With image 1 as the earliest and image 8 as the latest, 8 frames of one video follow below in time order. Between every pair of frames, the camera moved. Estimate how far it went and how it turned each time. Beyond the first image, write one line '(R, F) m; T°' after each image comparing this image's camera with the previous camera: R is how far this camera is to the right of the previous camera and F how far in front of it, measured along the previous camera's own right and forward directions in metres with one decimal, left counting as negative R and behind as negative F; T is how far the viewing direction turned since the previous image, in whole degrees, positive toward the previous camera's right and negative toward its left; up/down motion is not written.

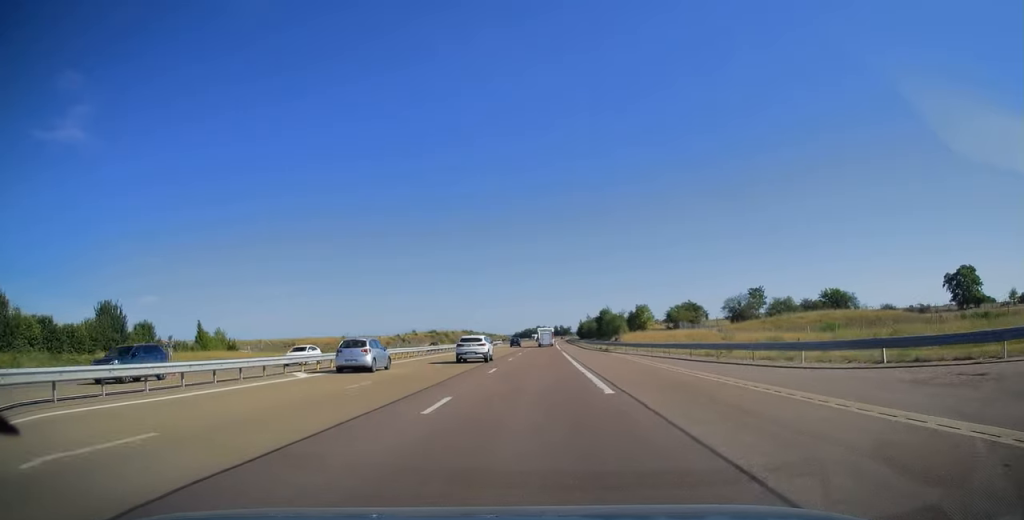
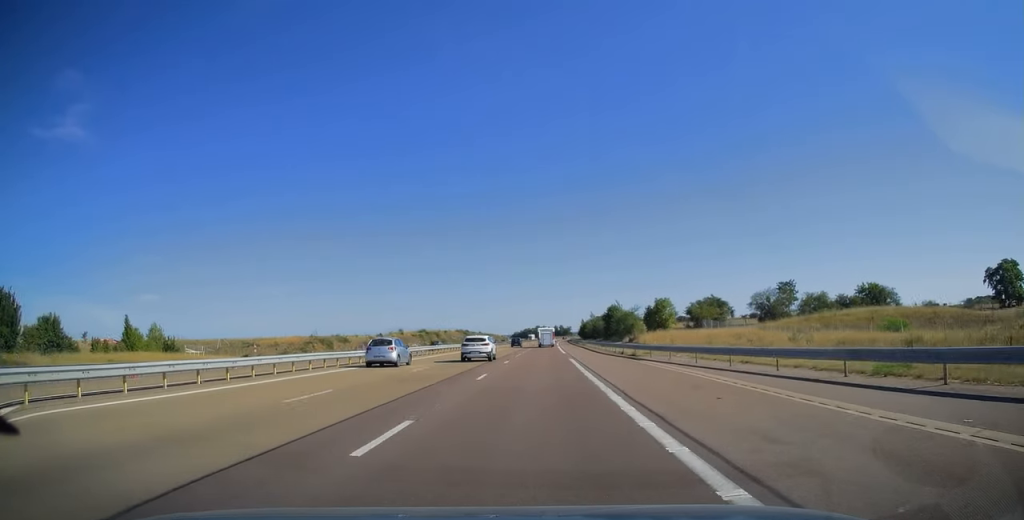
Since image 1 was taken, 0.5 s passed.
(0.0, +16.9) m; 0°
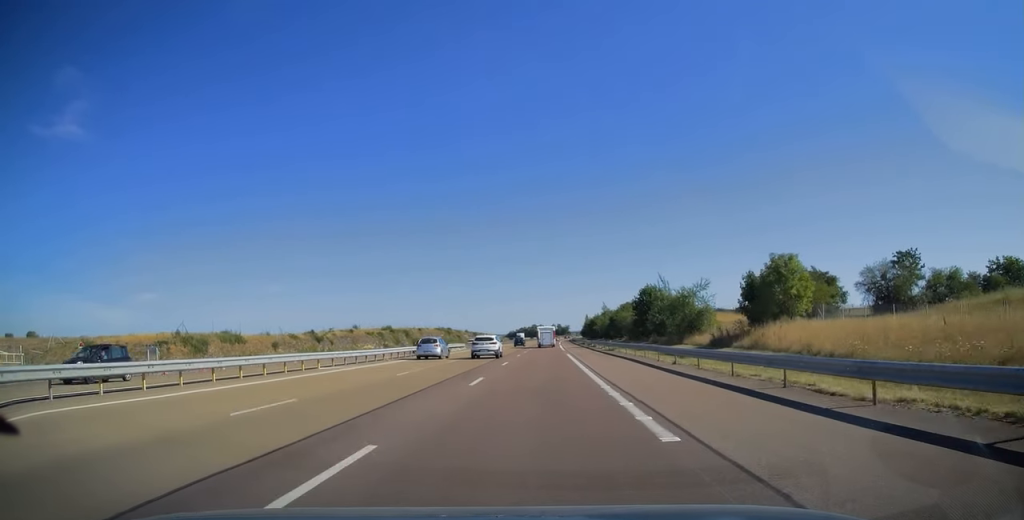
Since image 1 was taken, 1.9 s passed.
(+0.1, +41.0) m; 0°
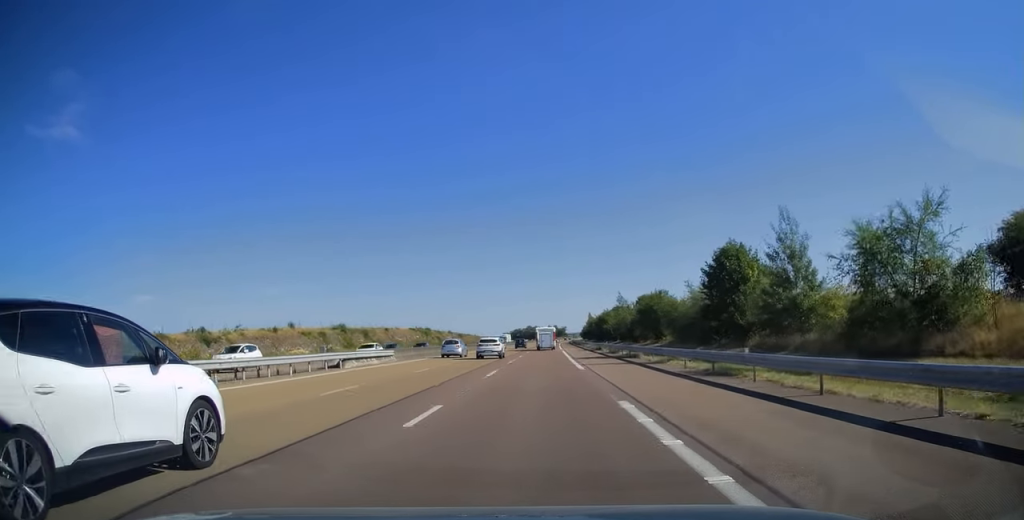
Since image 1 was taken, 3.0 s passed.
(+0.1, +33.9) m; 0°
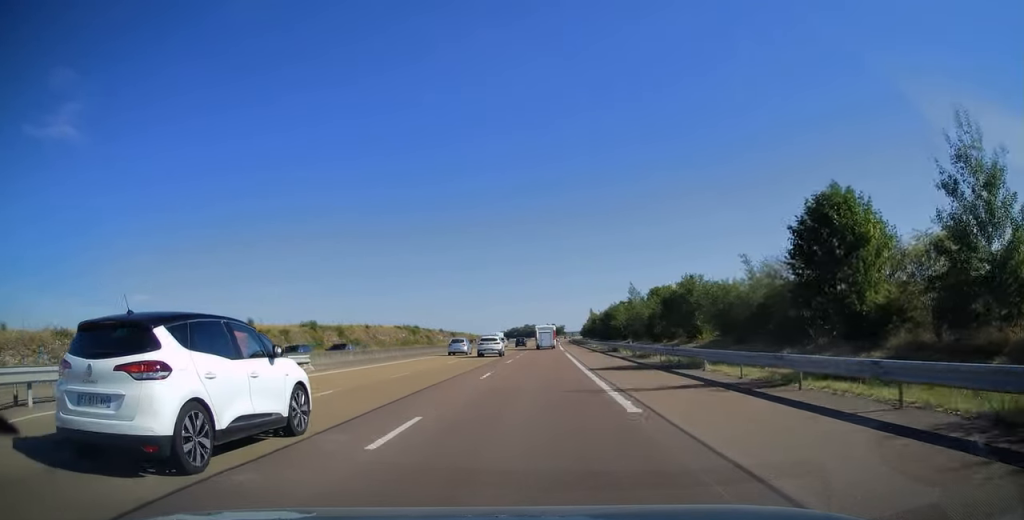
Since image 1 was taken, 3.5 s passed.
(0.0, +14.9) m; 0°
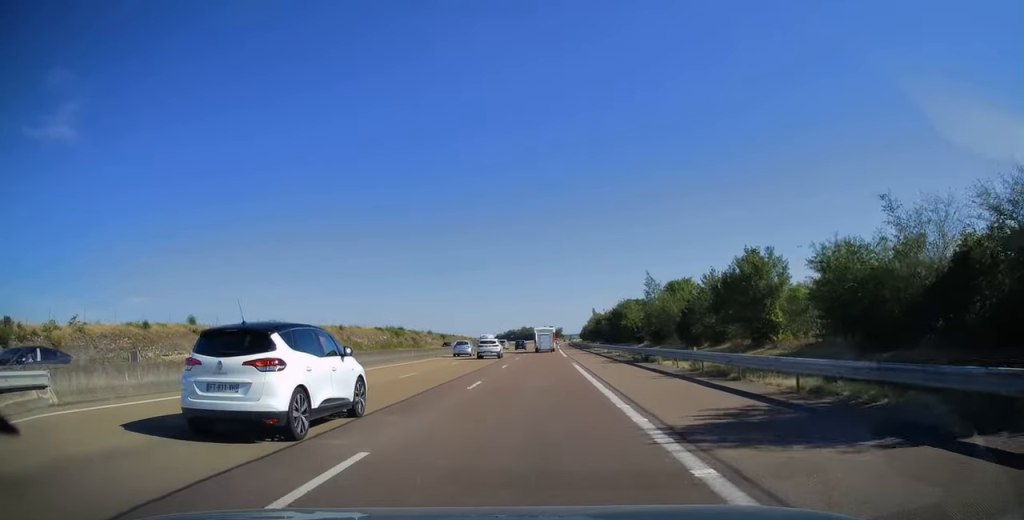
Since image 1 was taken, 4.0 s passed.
(+0.1, +16.0) m; 0°
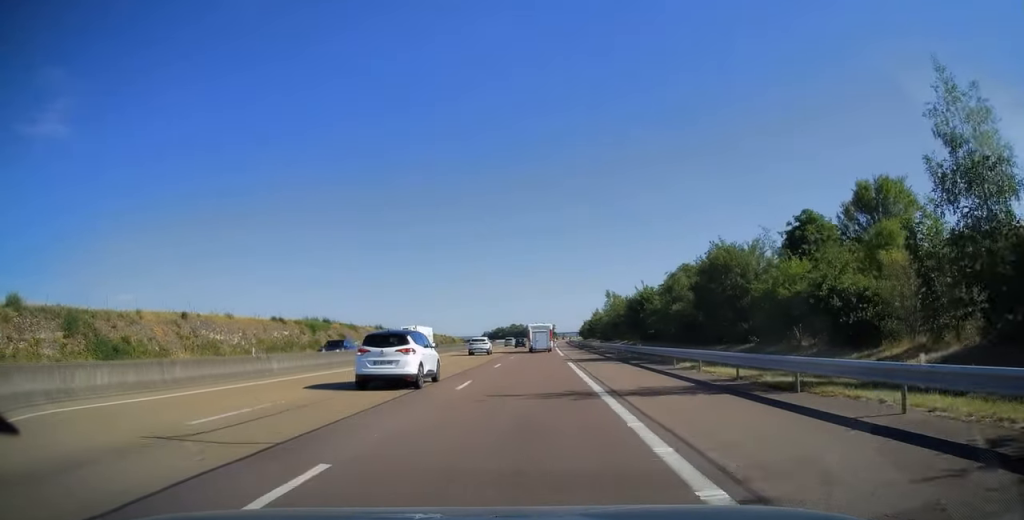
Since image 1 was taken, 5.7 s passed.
(+0.5, +52.9) m; +1°
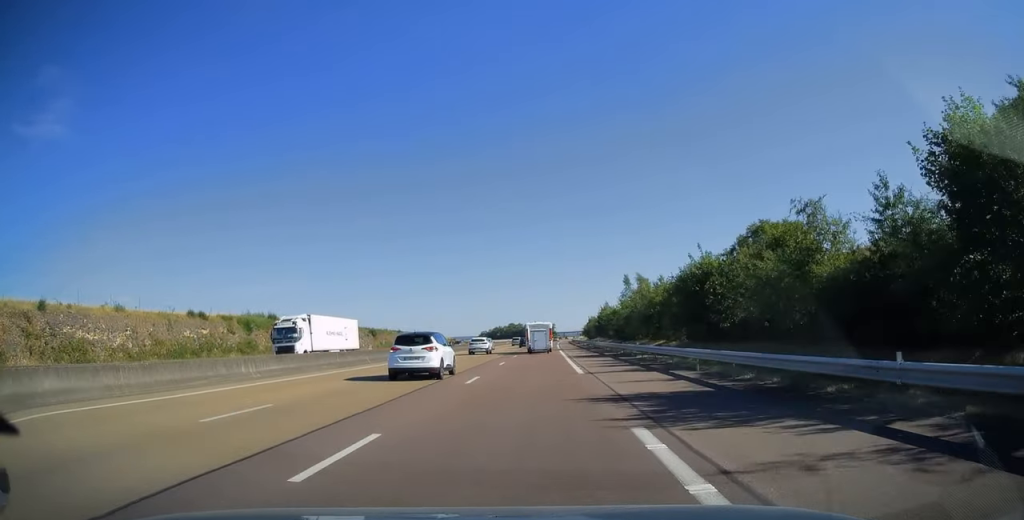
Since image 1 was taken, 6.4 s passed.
(+0.1, +23.8) m; 0°
